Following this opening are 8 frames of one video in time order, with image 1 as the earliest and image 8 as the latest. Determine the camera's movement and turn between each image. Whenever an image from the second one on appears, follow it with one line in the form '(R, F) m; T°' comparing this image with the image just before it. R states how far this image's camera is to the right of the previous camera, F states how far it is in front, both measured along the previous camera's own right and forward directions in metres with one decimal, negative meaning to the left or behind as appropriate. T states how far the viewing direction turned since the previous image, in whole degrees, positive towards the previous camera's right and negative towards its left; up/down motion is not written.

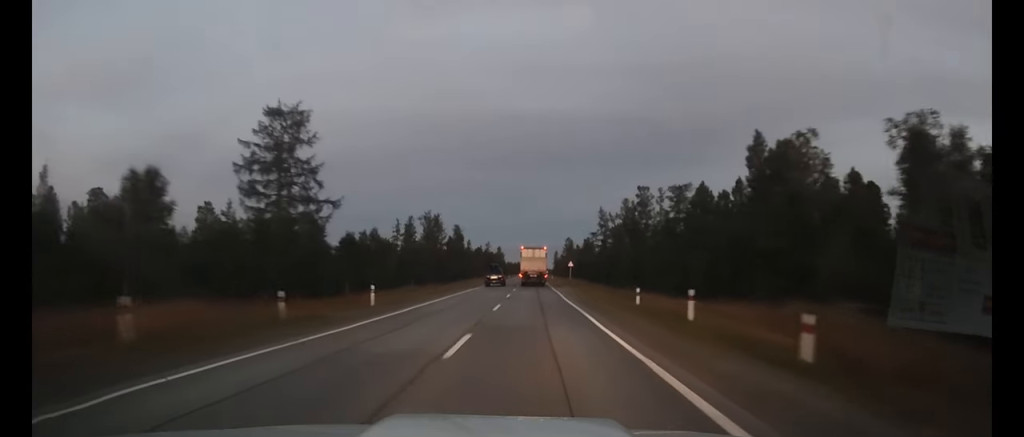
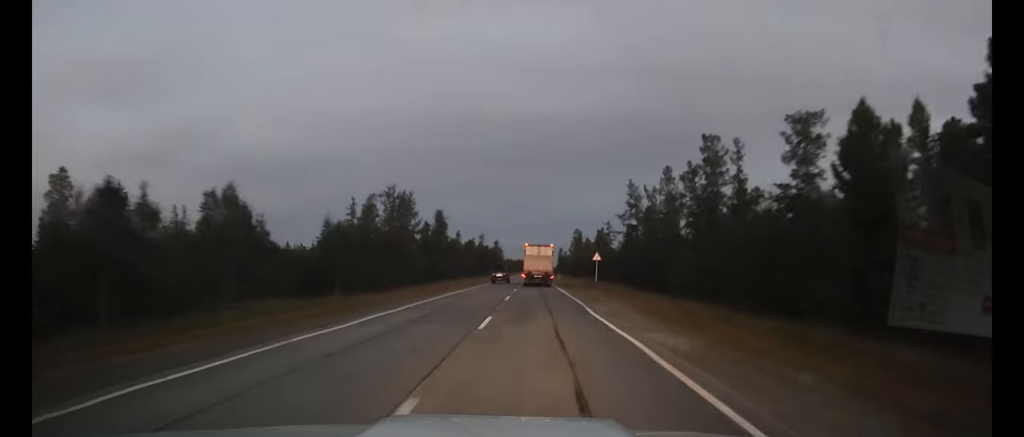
(+0.1, +31.9) m; 0°
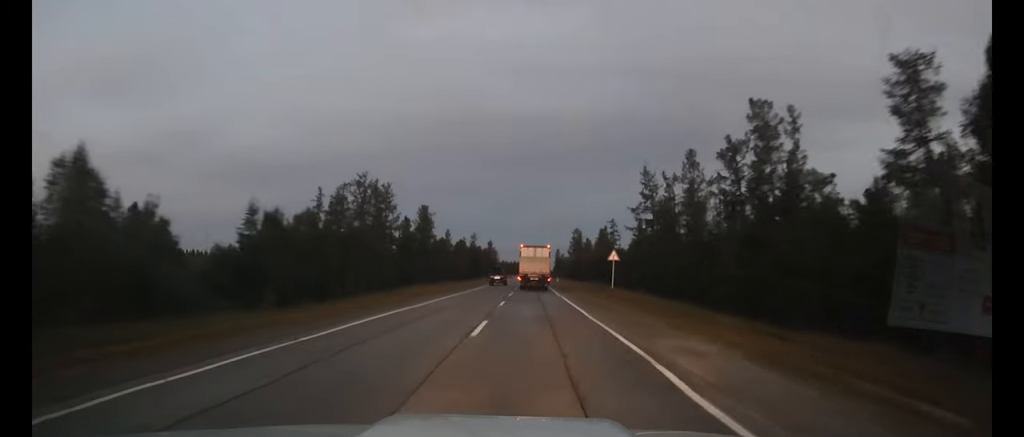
(0.0, +13.2) m; 0°
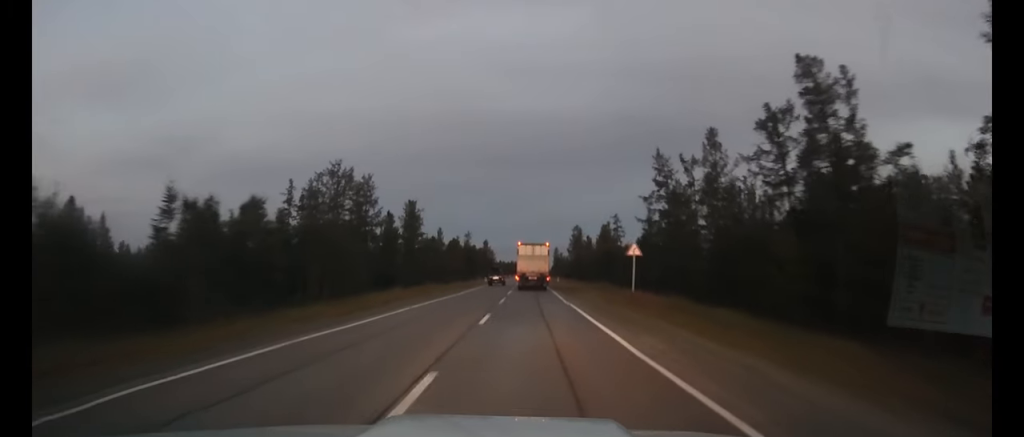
(0.0, +9.1) m; 0°
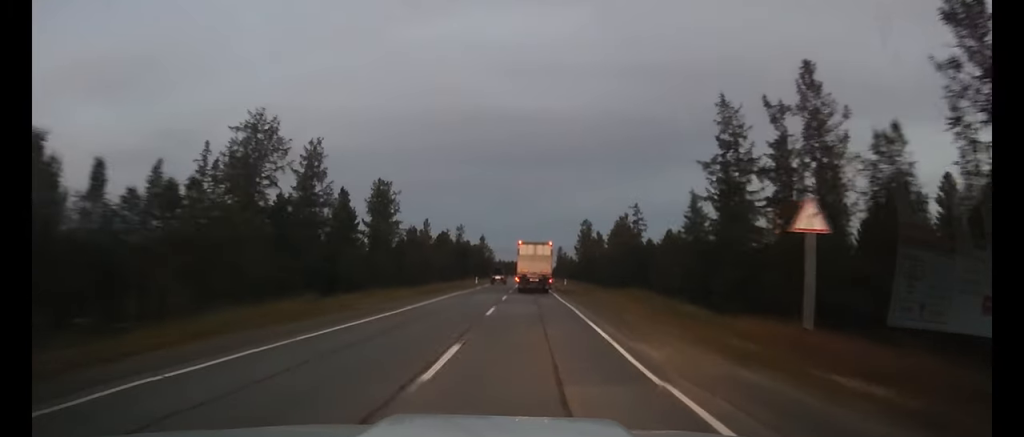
(+0.1, +20.8) m; 0°
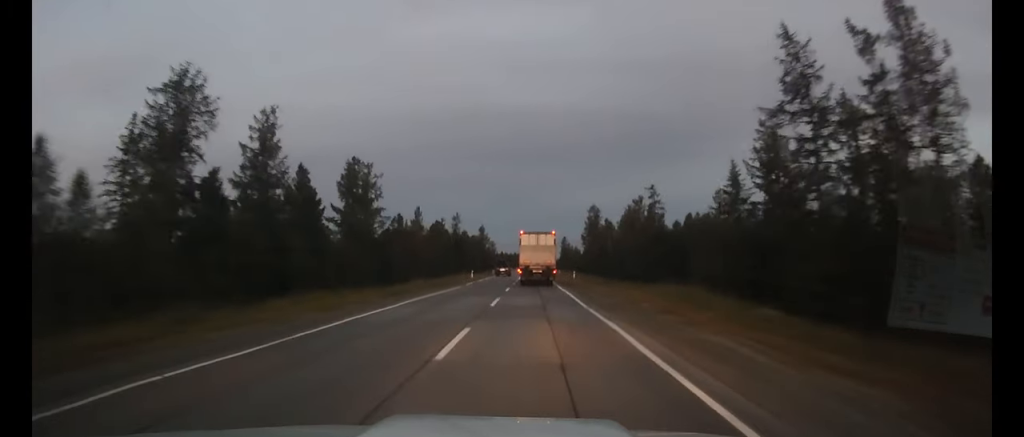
(0.0, +11.7) m; 0°
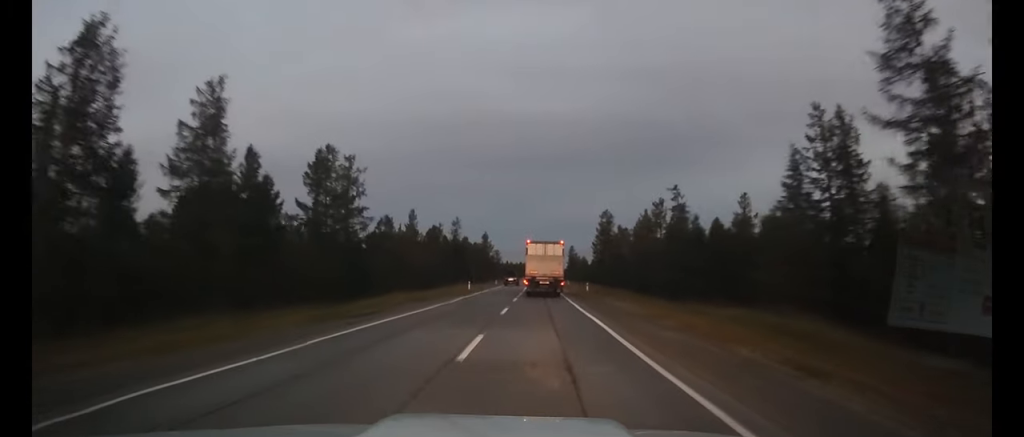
(0.0, +10.5) m; 0°
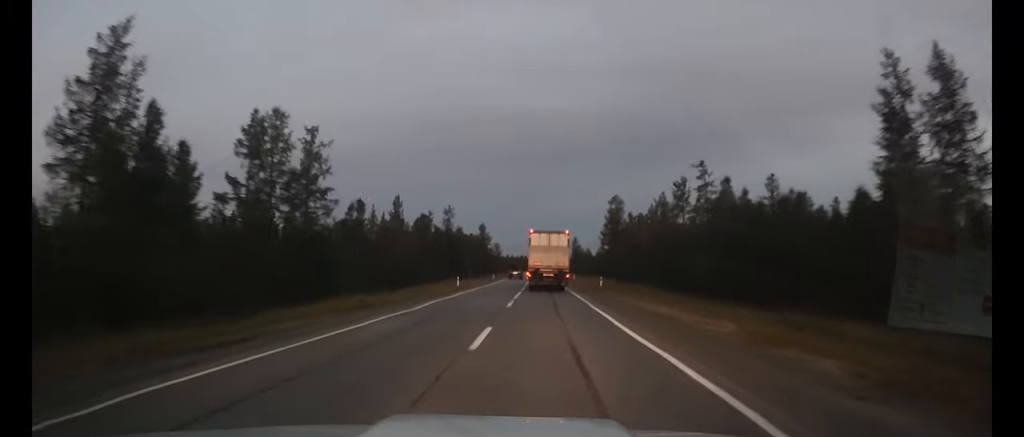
(-0.1, +11.7) m; -1°
